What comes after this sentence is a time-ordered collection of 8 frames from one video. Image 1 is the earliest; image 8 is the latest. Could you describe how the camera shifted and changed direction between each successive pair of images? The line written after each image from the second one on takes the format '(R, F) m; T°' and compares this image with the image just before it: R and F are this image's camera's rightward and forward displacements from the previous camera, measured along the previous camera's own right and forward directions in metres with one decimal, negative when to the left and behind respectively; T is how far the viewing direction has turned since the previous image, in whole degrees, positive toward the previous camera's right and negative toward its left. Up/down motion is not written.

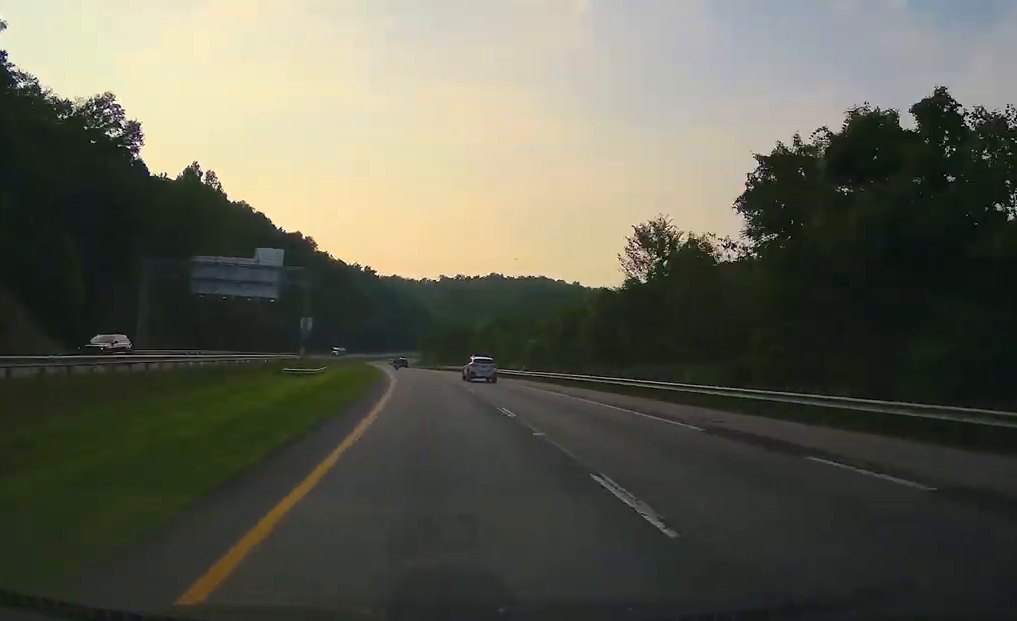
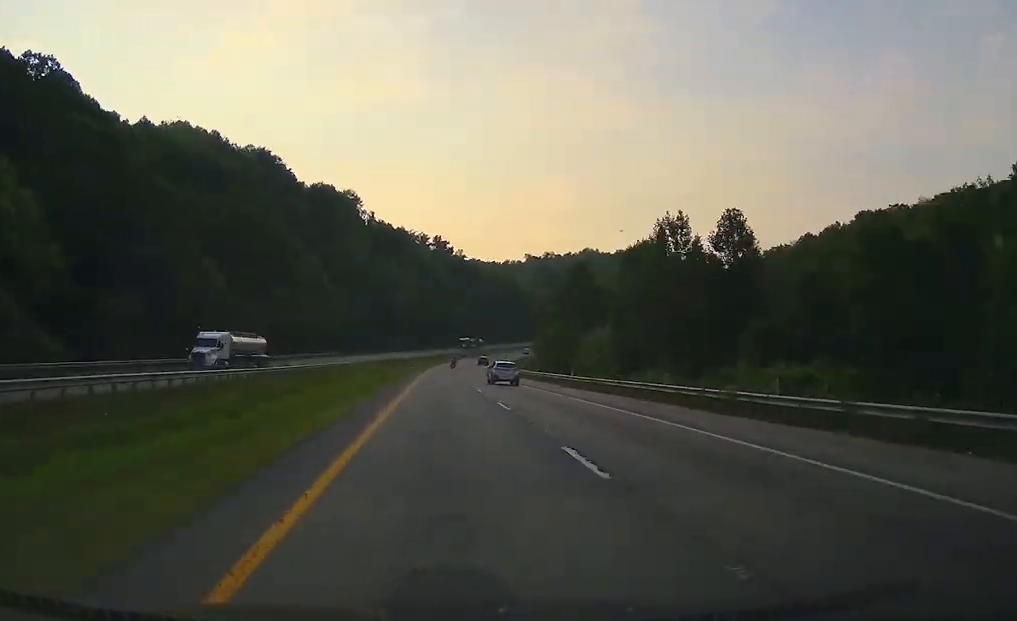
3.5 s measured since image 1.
(-7.4, +106.0) m; -2°
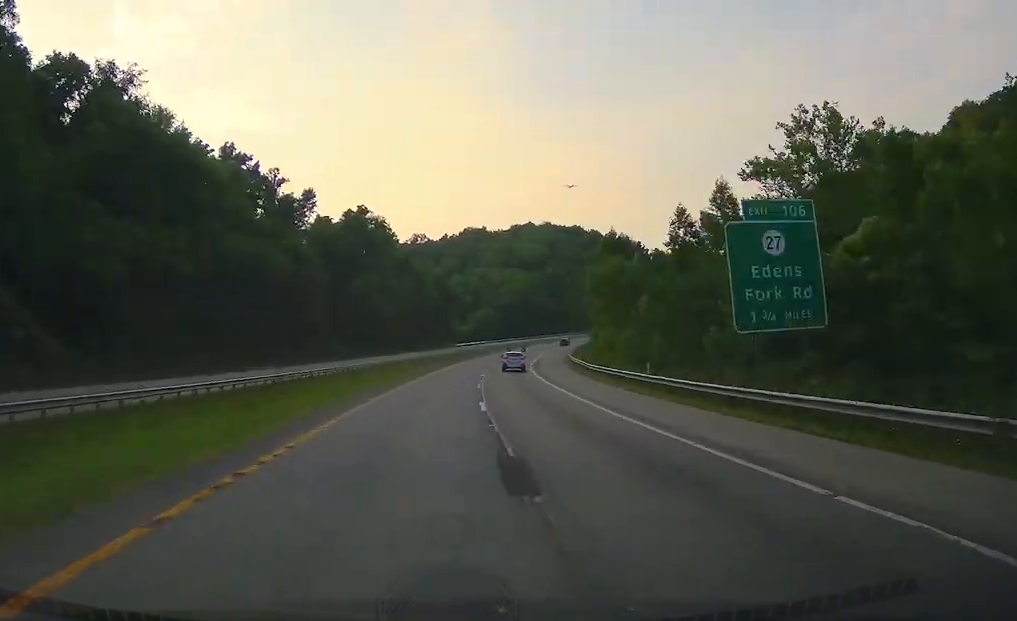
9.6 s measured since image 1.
(+15.9, +186.6) m; +16°
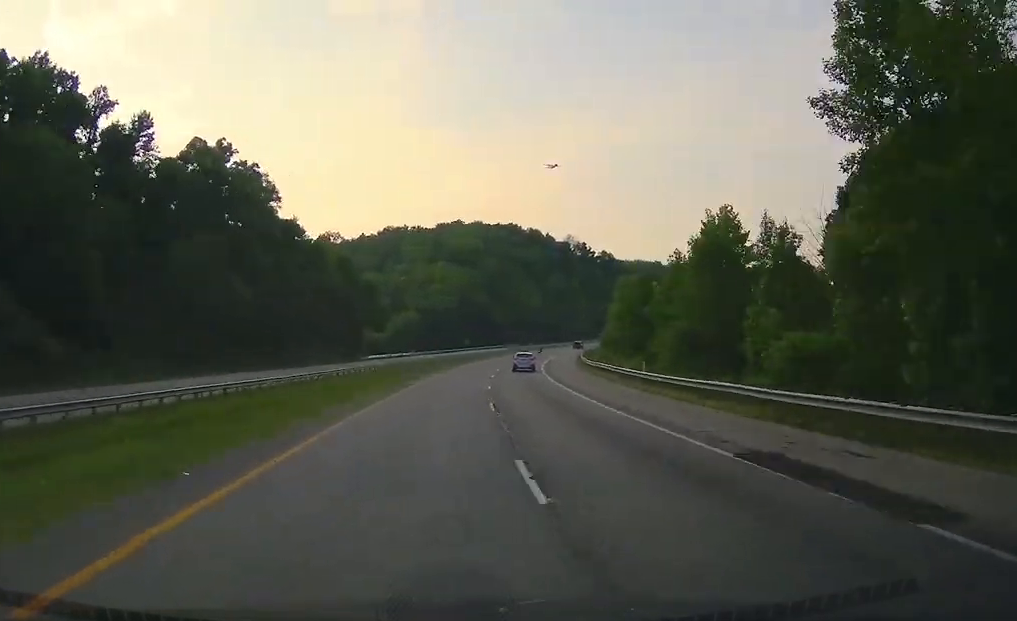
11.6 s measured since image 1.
(+5.1, +60.8) m; +7°
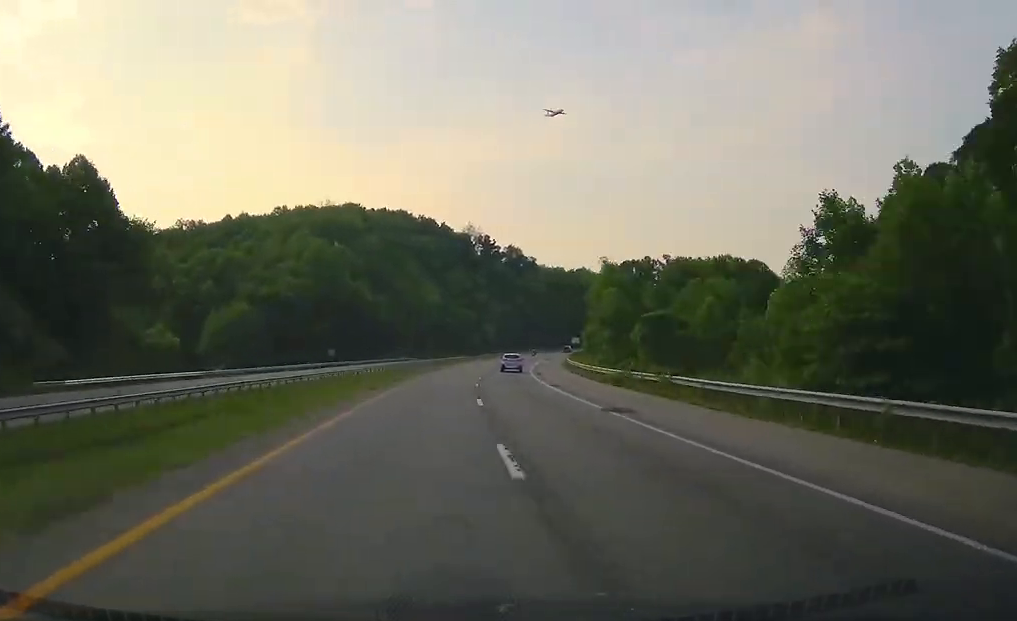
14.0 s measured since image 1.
(+4.0, +73.6) m; +9°
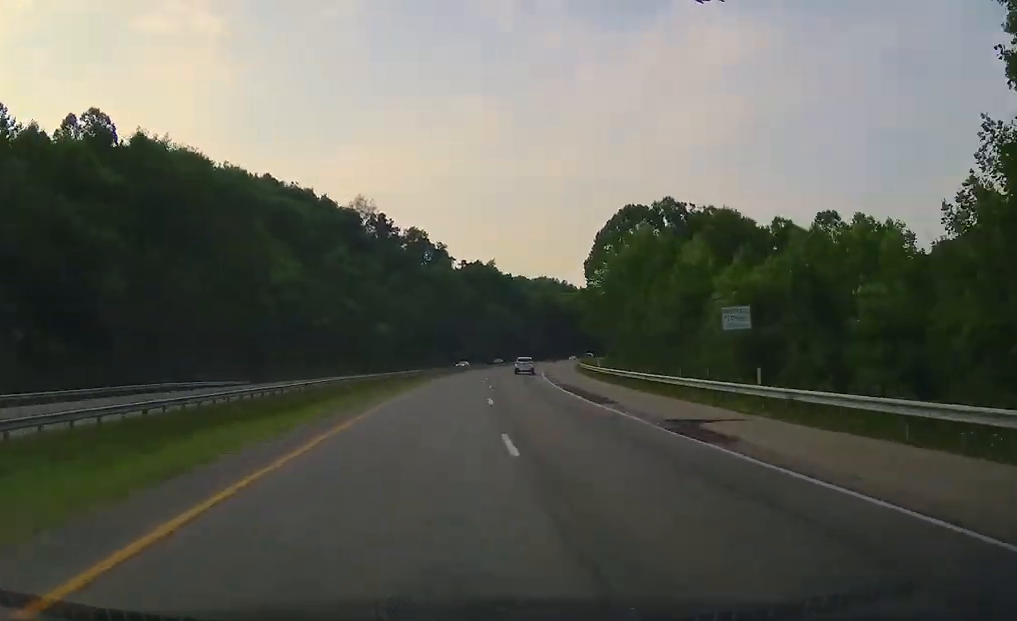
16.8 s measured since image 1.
(+9.8, +85.4) m; +10°
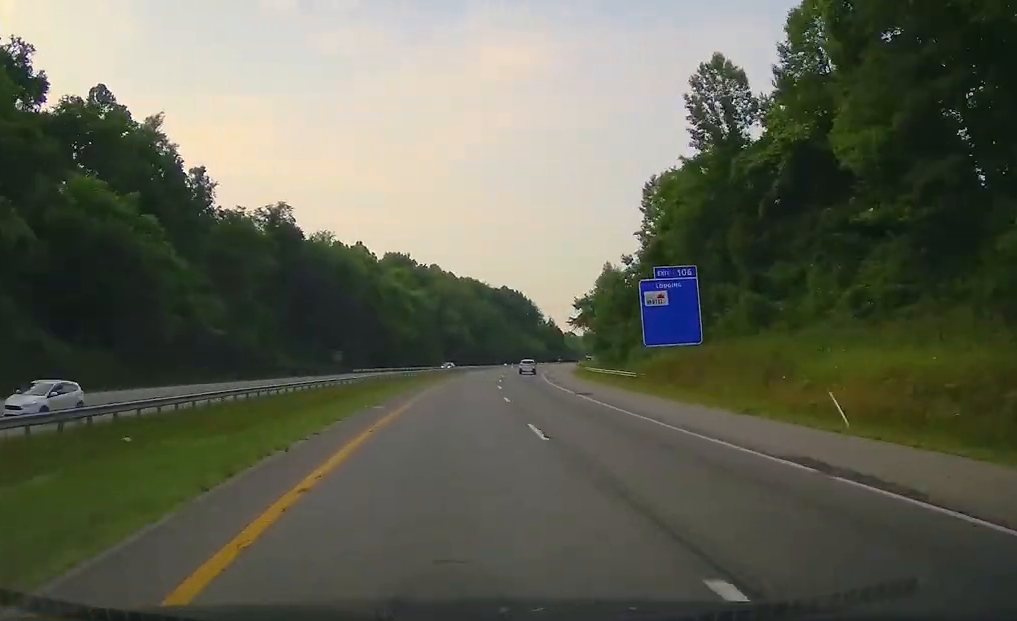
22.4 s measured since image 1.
(+27.8, +172.9) m; +20°
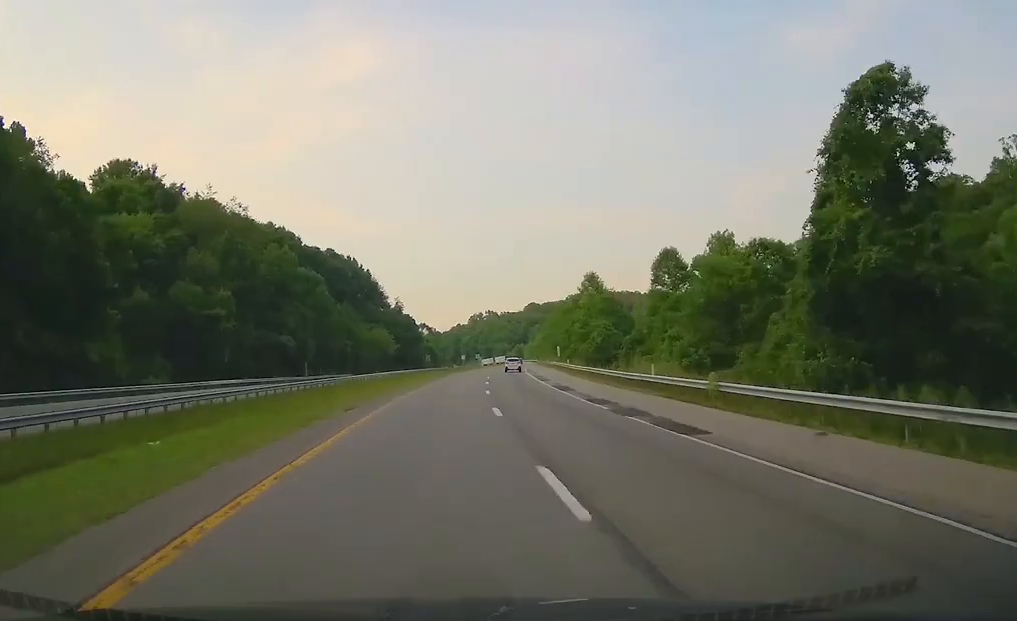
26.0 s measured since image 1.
(+13.4, +118.5) m; +9°
